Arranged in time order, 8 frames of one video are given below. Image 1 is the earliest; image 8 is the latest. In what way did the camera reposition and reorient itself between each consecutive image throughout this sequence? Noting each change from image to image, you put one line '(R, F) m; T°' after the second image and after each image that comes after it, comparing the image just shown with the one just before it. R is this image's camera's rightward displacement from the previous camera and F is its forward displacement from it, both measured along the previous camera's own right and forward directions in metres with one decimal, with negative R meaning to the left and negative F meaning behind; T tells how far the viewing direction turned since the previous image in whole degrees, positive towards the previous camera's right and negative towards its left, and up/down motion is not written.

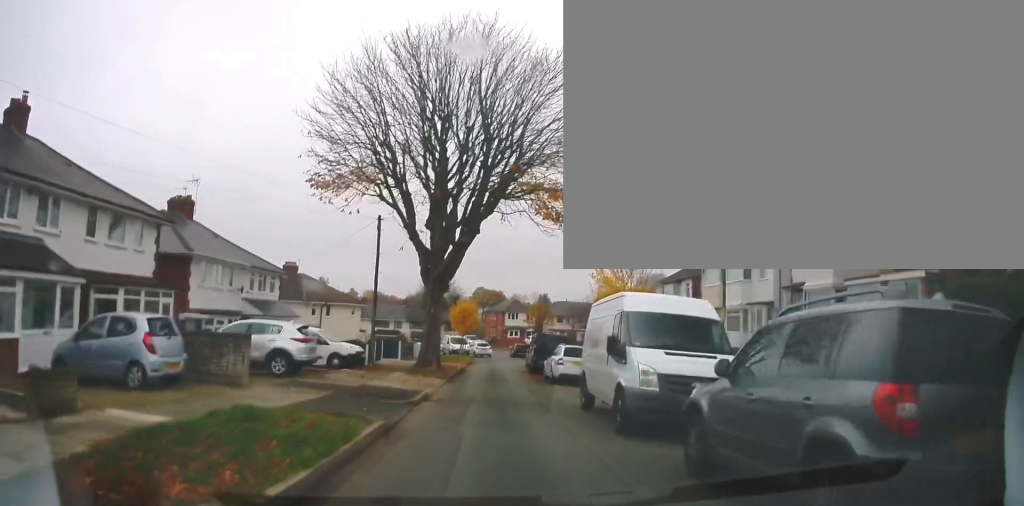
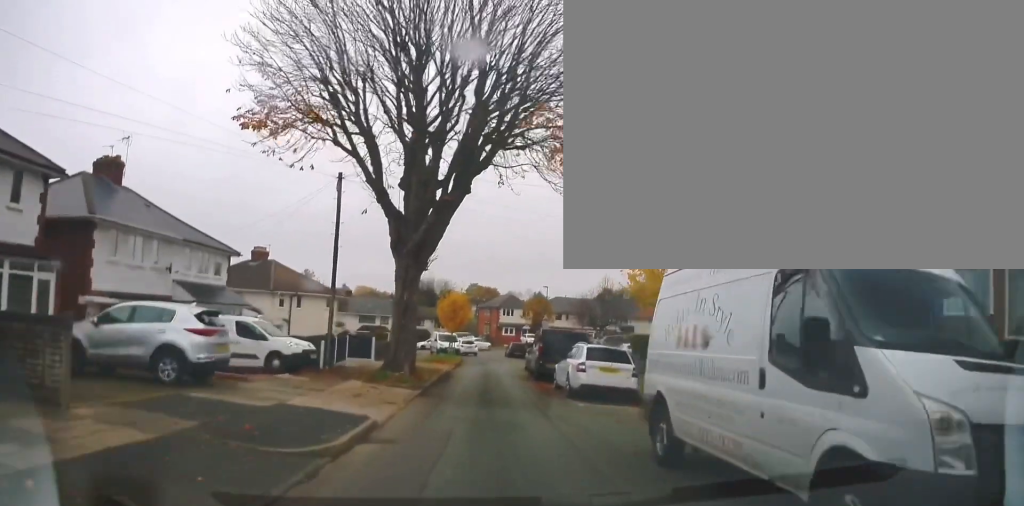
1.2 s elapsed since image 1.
(+0.2, +6.0) m; +4°
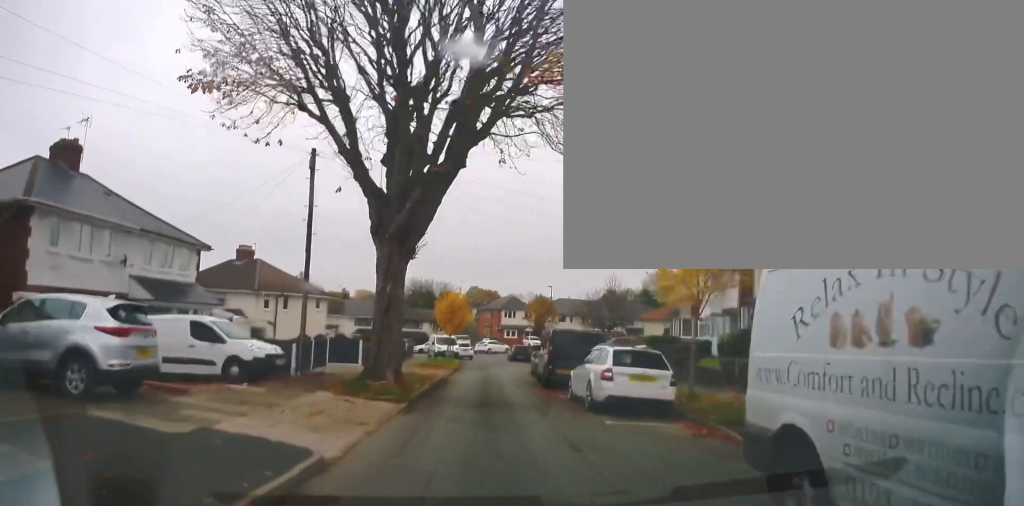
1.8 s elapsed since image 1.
(+0.3, +2.9) m; 0°
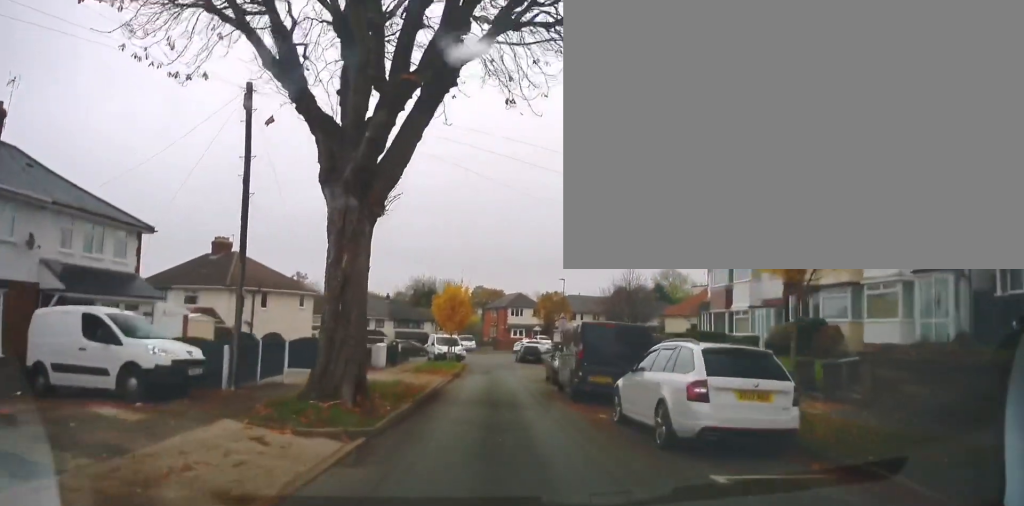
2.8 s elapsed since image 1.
(-0.5, +4.8) m; 0°
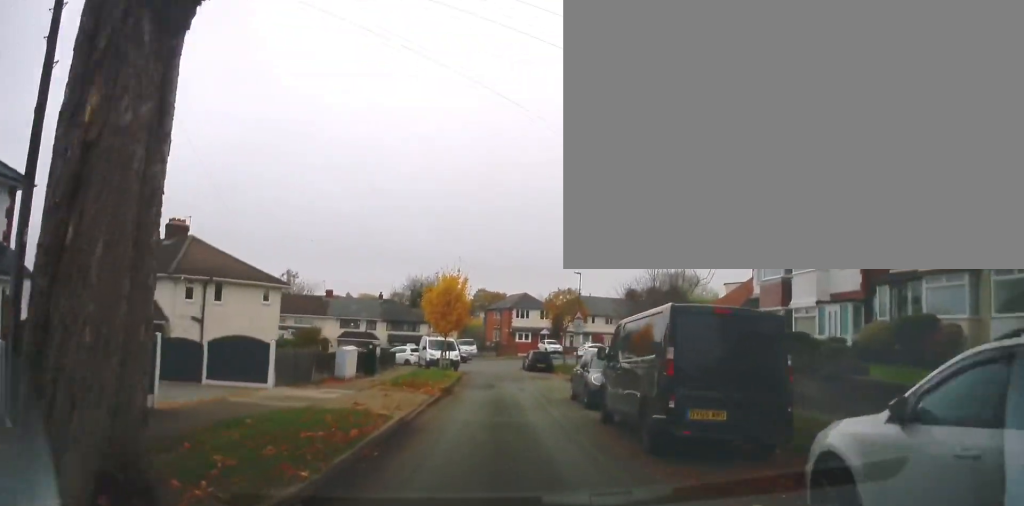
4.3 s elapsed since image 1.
(+0.2, +6.6) m; -2°
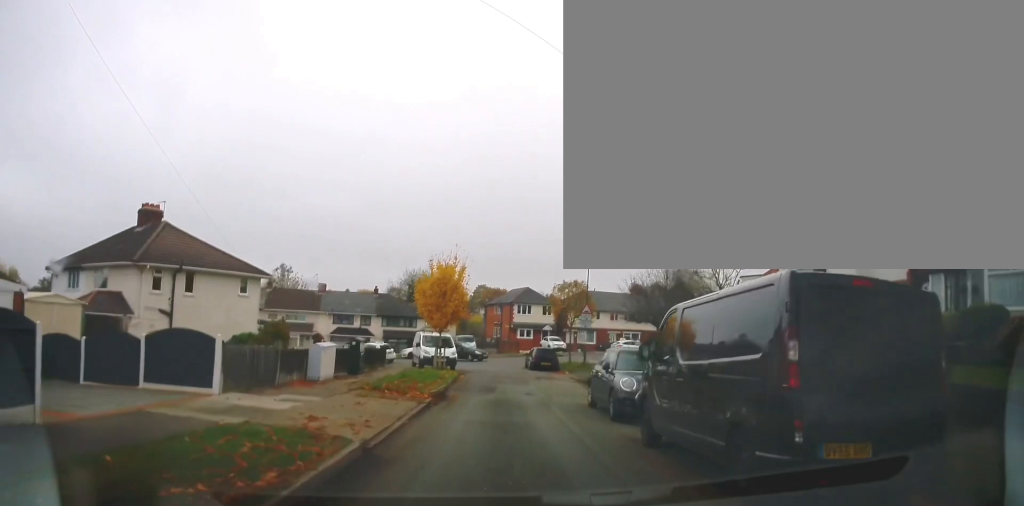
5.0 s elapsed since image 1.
(-0.2, +2.9) m; -3°
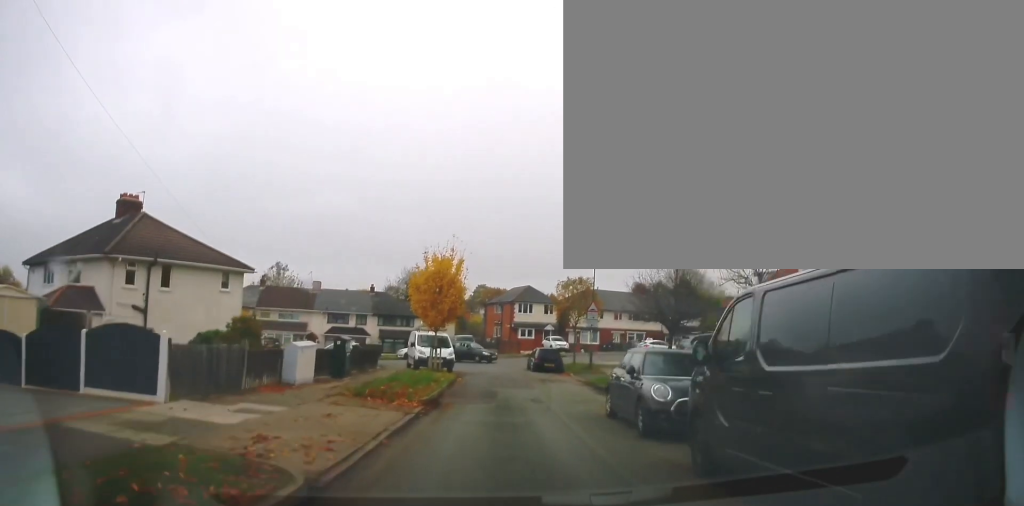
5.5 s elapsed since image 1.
(+0.2, +1.8) m; -4°
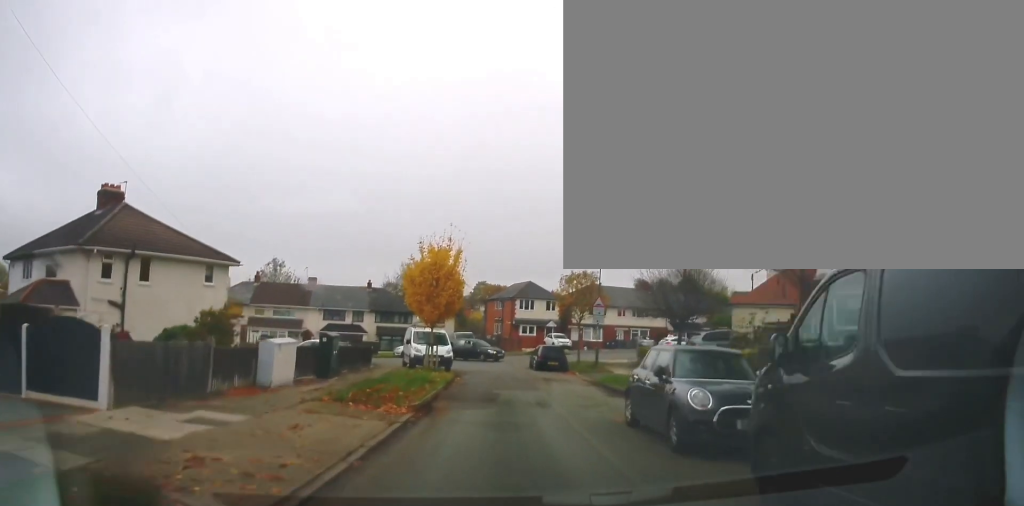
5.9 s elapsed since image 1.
(+0.1, +1.5) m; -2°
